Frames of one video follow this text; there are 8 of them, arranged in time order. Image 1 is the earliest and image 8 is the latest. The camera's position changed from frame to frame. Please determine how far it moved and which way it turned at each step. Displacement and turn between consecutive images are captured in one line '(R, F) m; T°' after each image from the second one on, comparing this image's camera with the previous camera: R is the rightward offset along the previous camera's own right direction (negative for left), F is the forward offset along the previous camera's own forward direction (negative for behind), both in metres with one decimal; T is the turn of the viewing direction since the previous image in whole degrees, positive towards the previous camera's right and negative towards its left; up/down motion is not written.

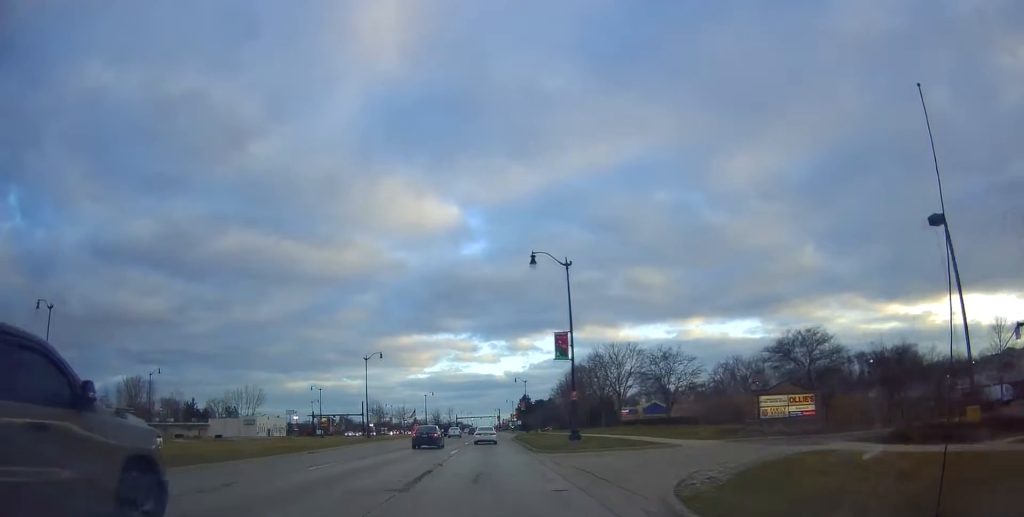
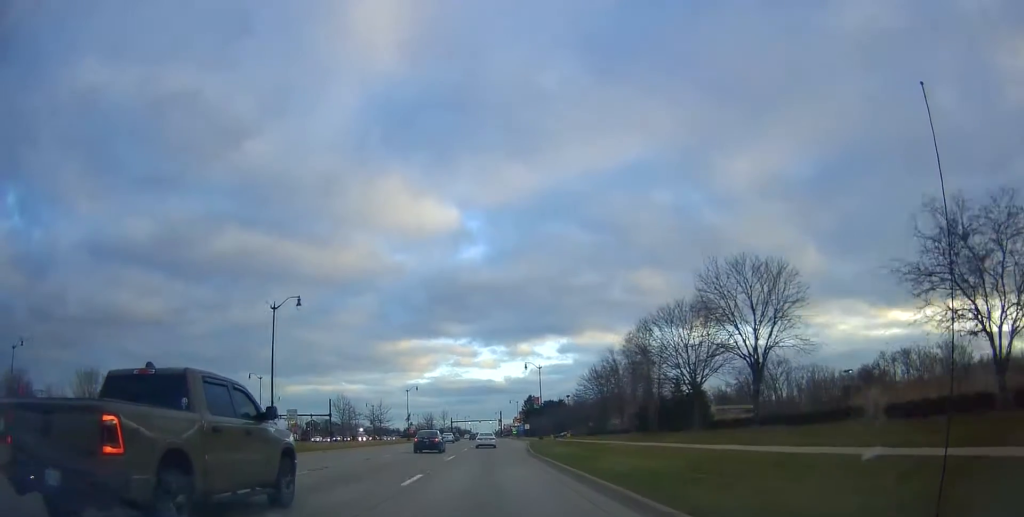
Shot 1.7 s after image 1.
(-0.7, +32.8) m; -1°
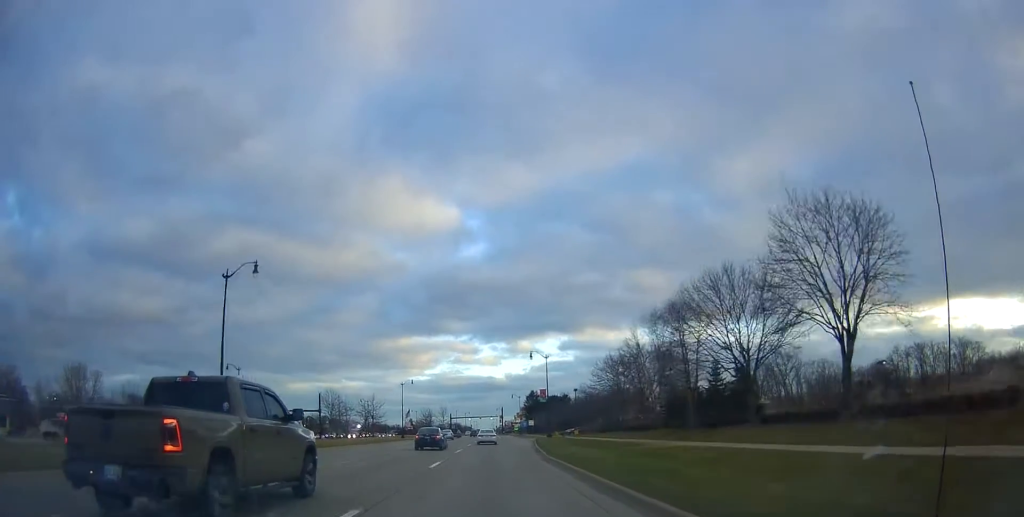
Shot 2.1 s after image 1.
(+0.3, +8.4) m; 0°
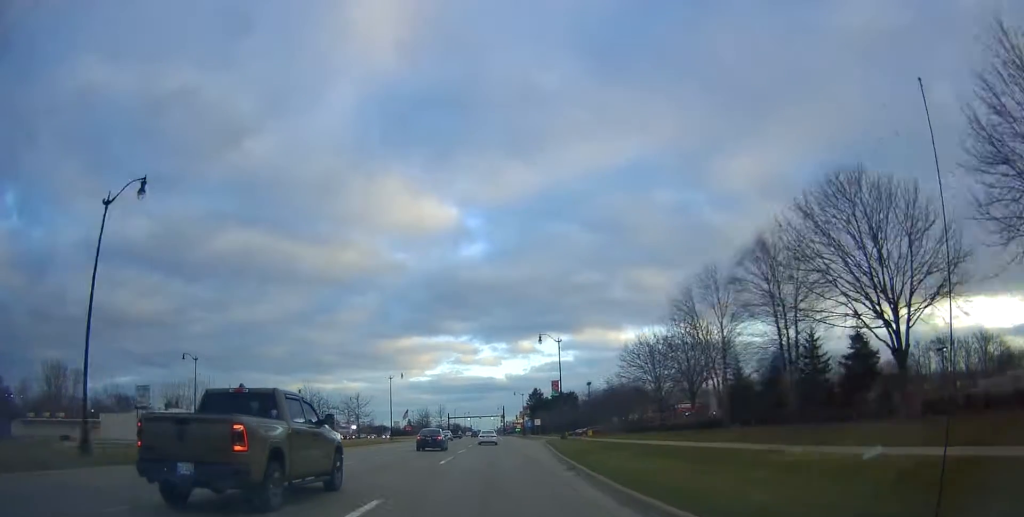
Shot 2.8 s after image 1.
(-0.2, +12.8) m; 0°
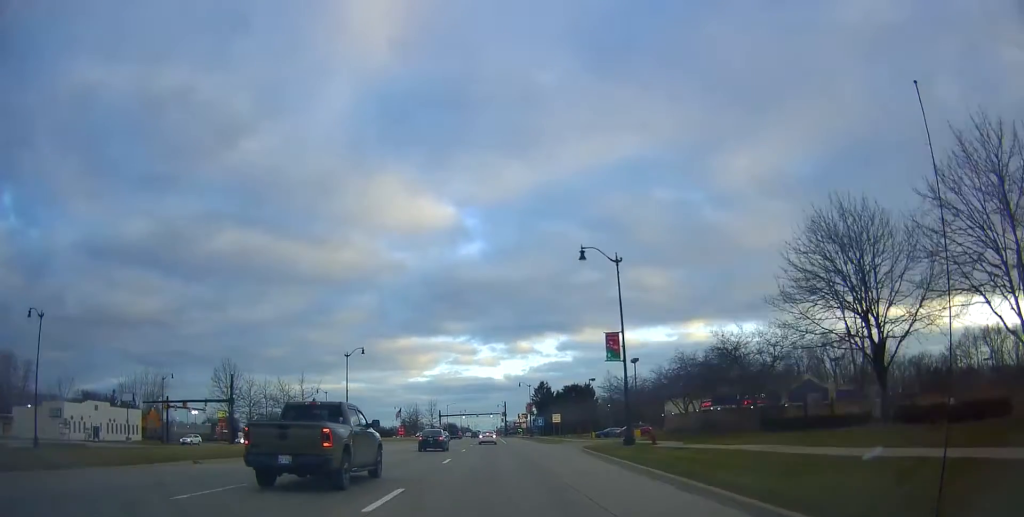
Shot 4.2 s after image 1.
(+0.3, +28.3) m; +1°
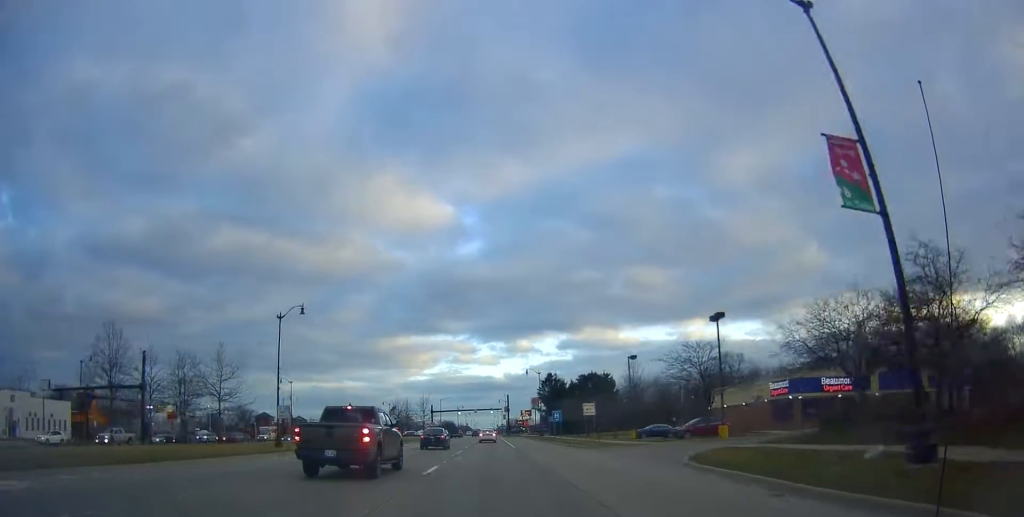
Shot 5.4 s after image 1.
(-0.3, +22.2) m; 0°
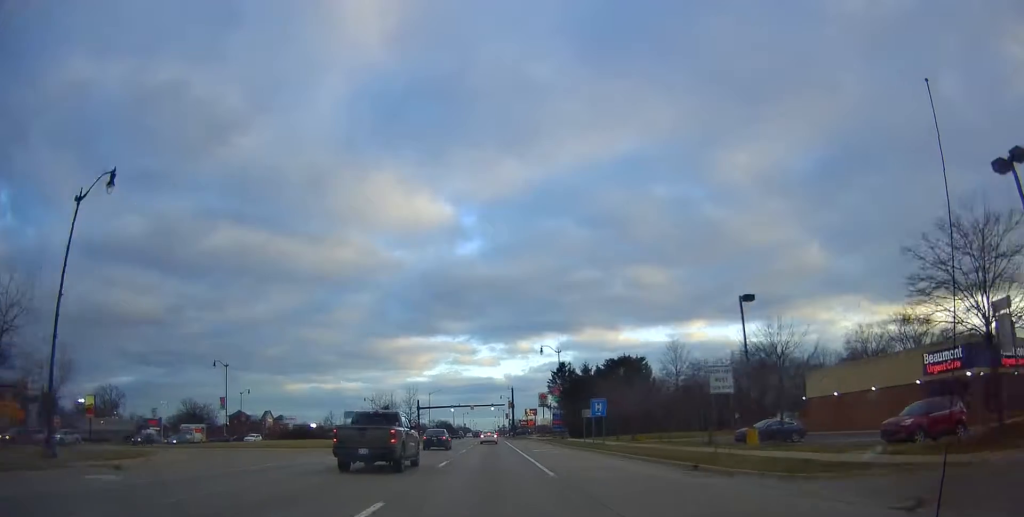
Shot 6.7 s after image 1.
(+0.5, +26.2) m; 0°
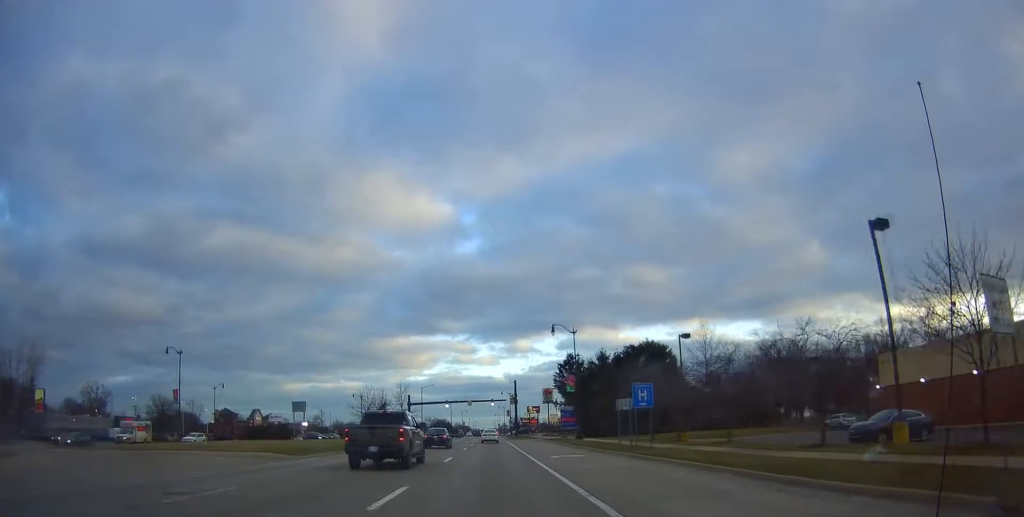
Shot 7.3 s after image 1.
(+0.2, +12.5) m; -2°
